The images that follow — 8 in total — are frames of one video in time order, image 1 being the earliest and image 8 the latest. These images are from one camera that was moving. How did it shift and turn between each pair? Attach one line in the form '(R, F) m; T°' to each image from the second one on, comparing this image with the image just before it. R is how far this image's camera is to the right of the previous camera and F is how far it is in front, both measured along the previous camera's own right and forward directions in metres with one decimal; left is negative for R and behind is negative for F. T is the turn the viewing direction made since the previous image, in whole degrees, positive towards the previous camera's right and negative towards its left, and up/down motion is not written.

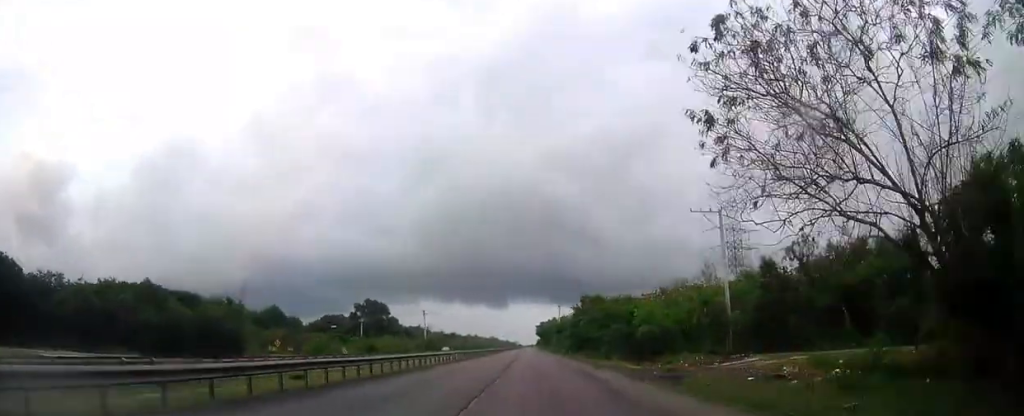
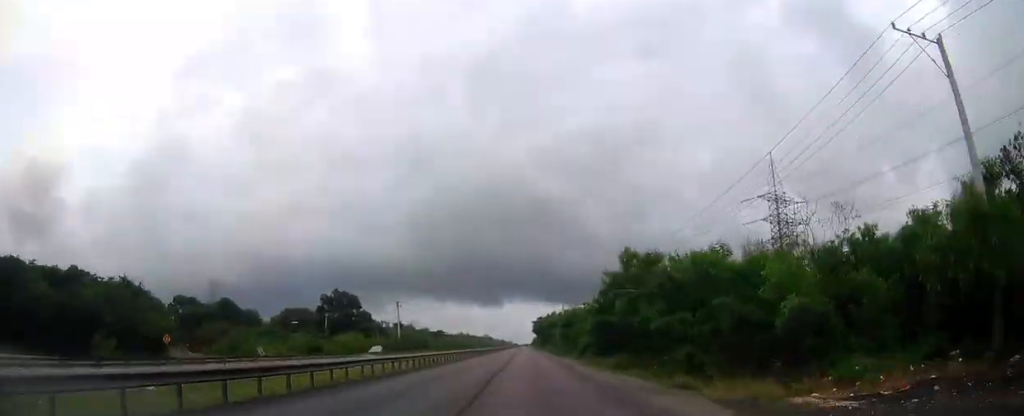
(+0.4, +28.5) m; +1°
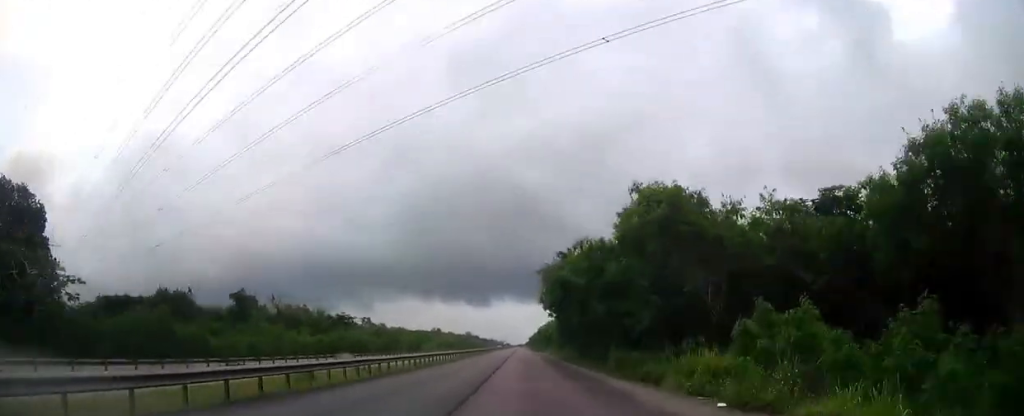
(+1.8, +117.0) m; +1°
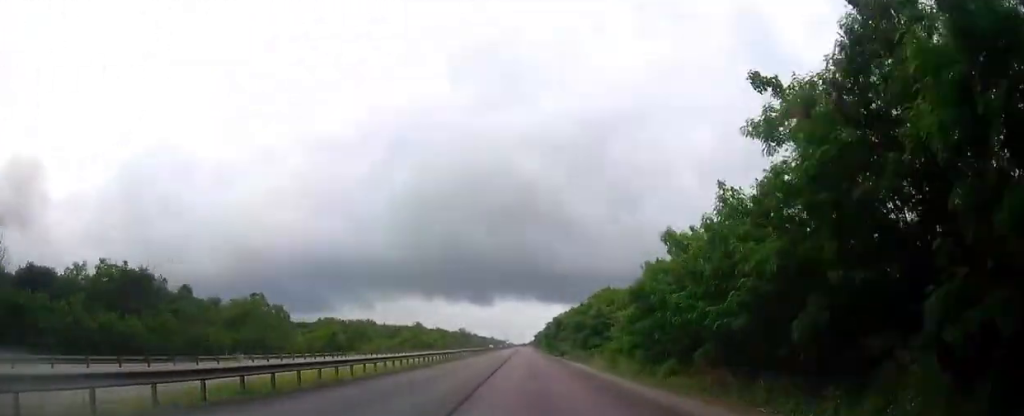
(-0.1, +66.2) m; 0°
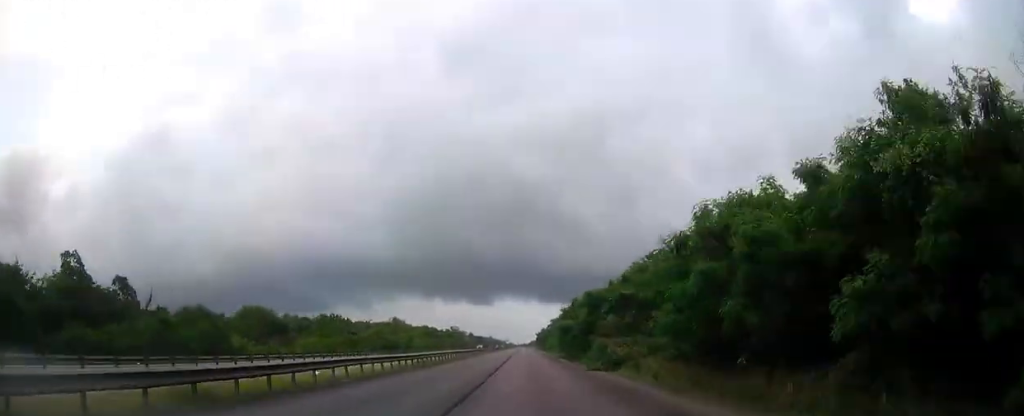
(0.0, +42.3) m; 0°
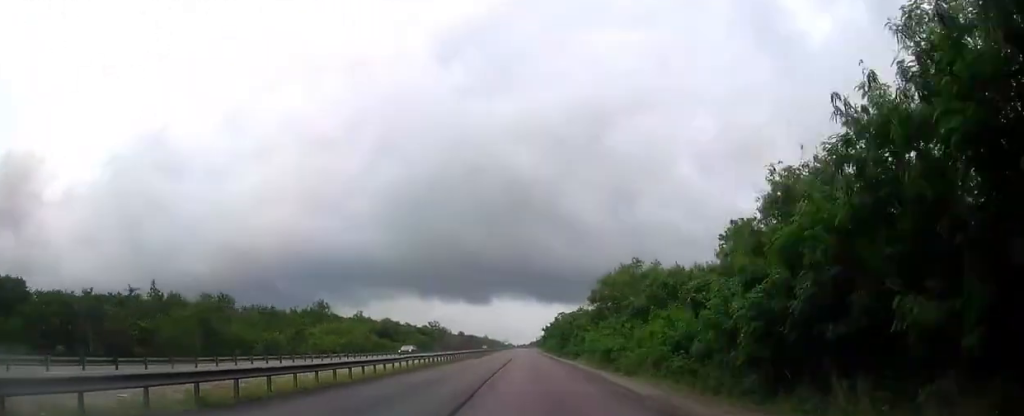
(-0.1, +70.1) m; 0°
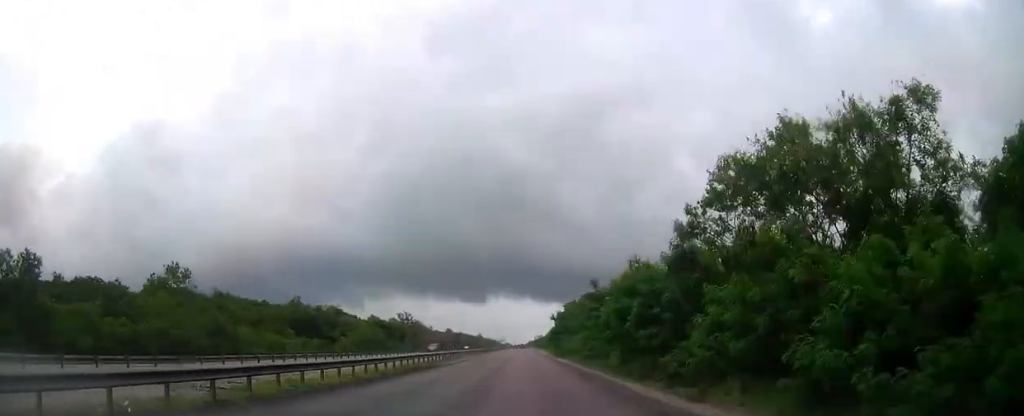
(+0.1, +54.3) m; 0°
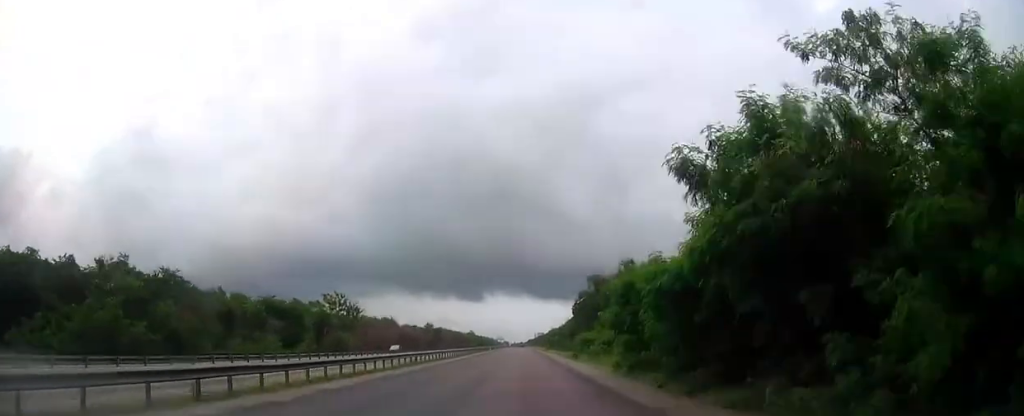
(+0.1, +68.8) m; 0°
